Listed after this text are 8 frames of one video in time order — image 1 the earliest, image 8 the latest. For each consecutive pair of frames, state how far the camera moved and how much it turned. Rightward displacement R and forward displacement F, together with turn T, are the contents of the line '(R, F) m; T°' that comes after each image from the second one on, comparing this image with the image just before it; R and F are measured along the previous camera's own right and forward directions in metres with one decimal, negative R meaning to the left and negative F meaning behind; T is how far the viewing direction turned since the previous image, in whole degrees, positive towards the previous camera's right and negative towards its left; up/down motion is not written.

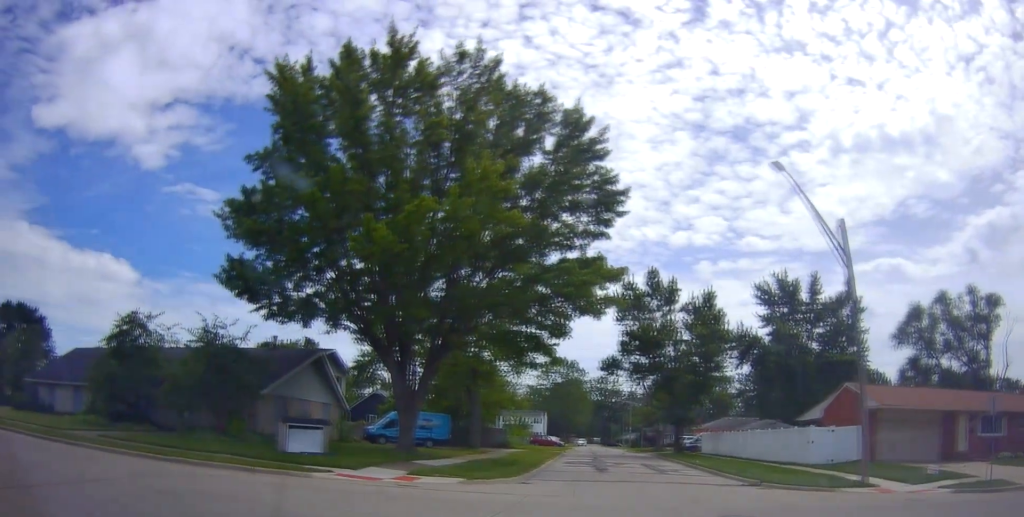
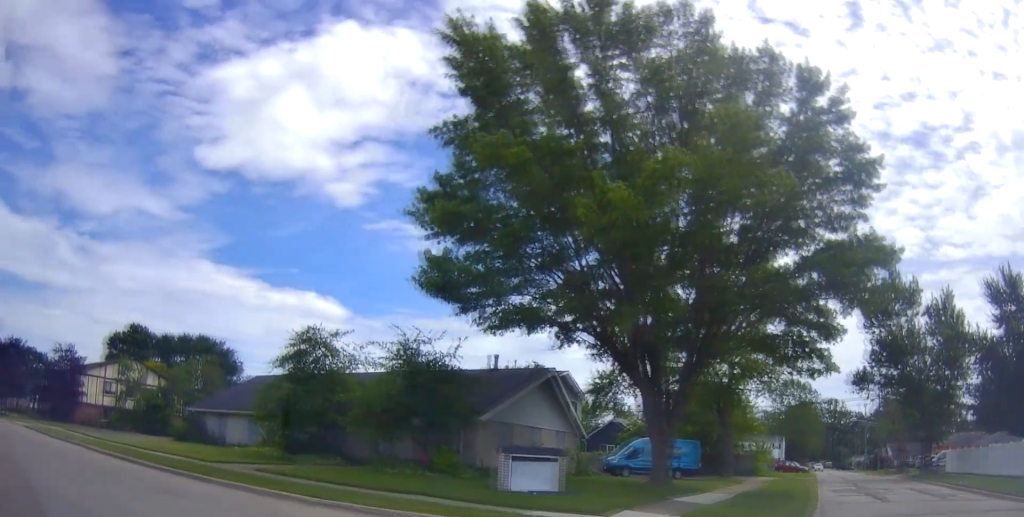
(-0.6, +6.6) m; -17°
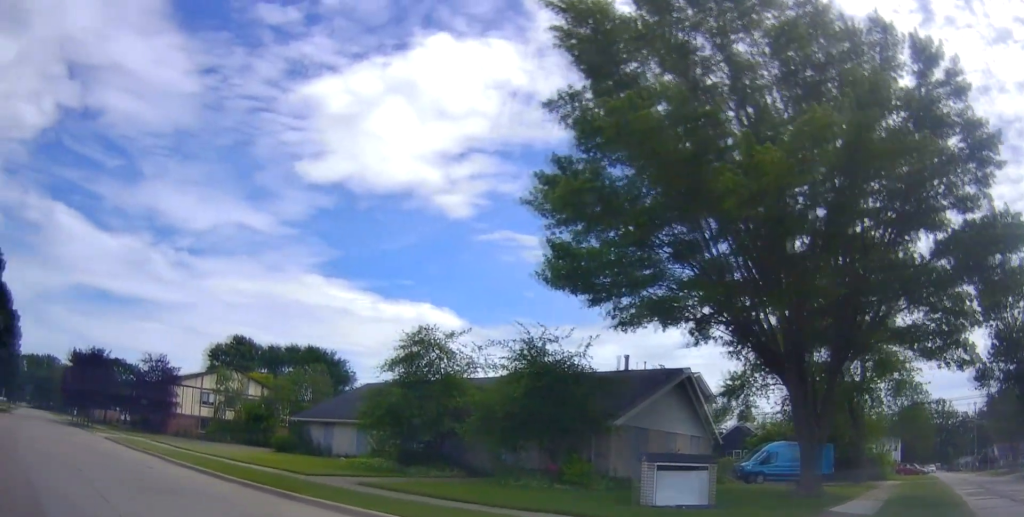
(-0.4, +2.4) m; -4°
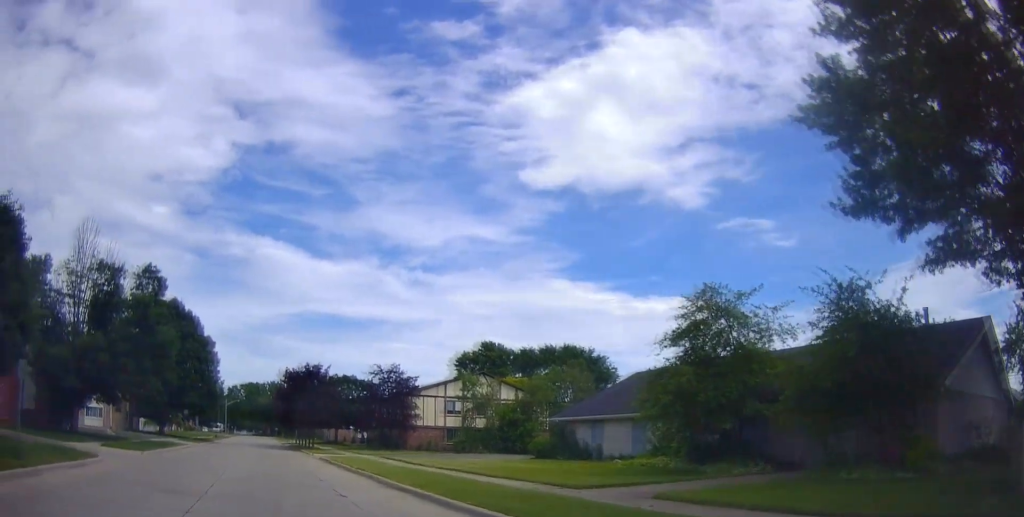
(-0.2, +5.0) m; -24°
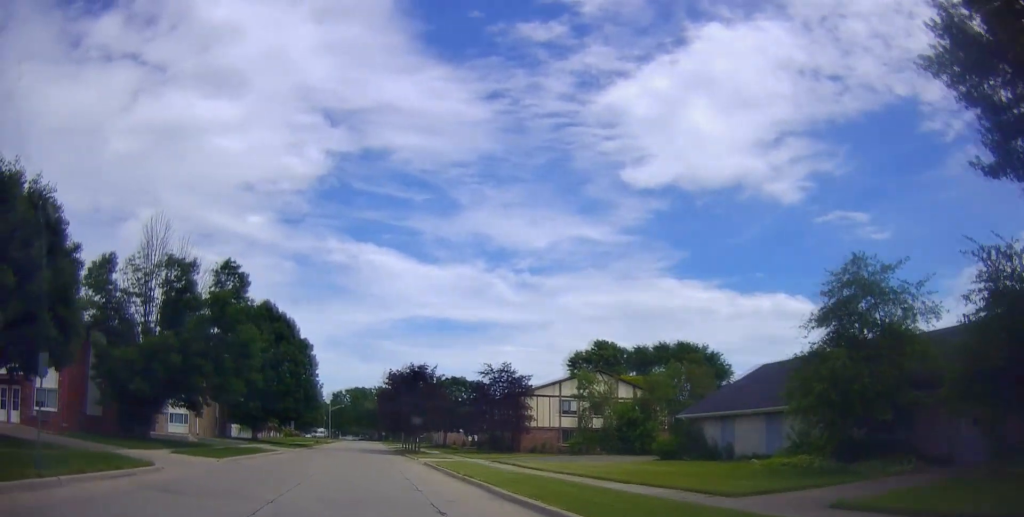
(-0.3, +2.1) m; -15°
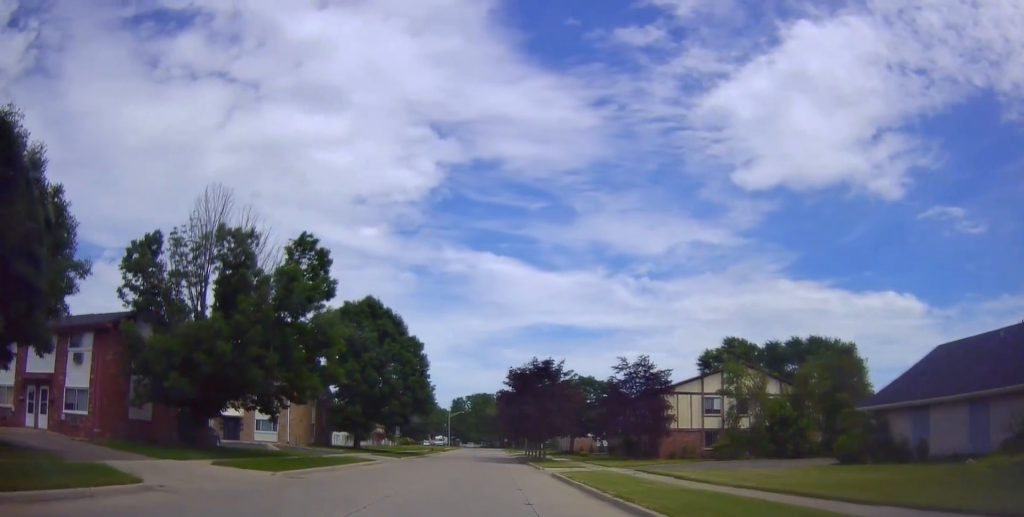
(-1.9, +5.1) m; -23°
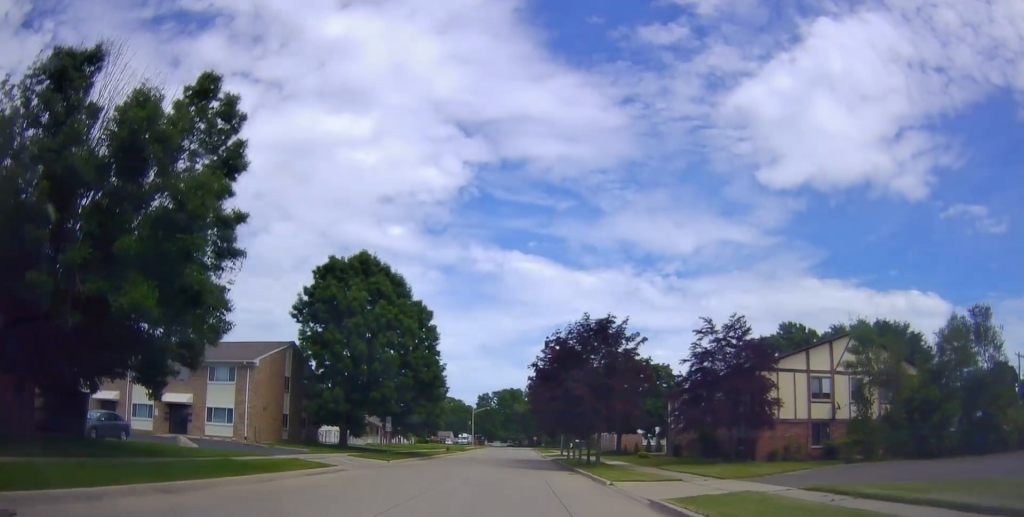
(-1.0, +11.9) m; -7°
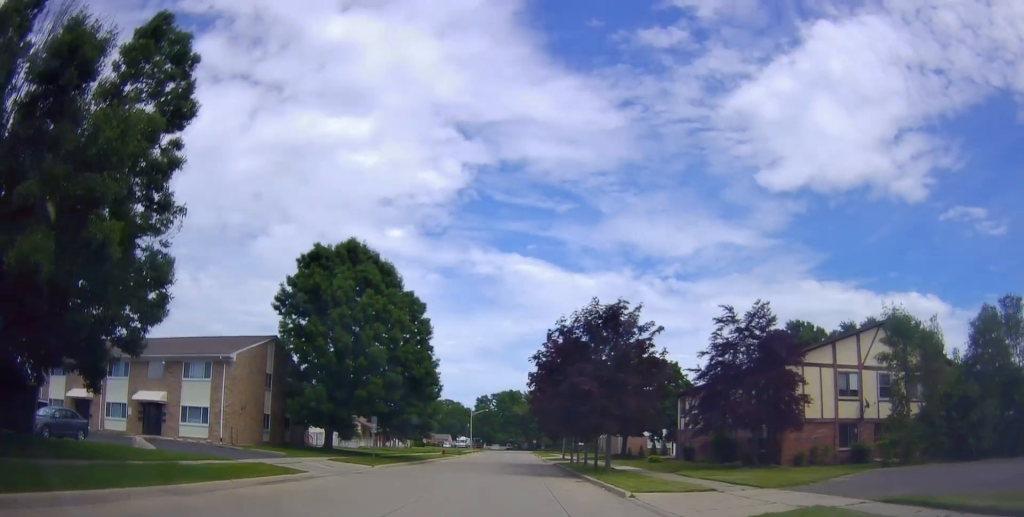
(0.0, +3.1) m; 0°
